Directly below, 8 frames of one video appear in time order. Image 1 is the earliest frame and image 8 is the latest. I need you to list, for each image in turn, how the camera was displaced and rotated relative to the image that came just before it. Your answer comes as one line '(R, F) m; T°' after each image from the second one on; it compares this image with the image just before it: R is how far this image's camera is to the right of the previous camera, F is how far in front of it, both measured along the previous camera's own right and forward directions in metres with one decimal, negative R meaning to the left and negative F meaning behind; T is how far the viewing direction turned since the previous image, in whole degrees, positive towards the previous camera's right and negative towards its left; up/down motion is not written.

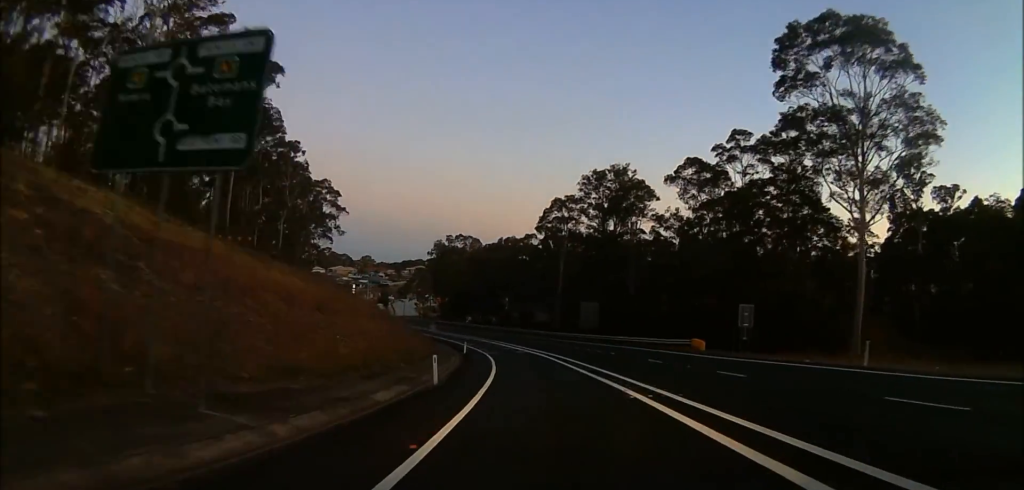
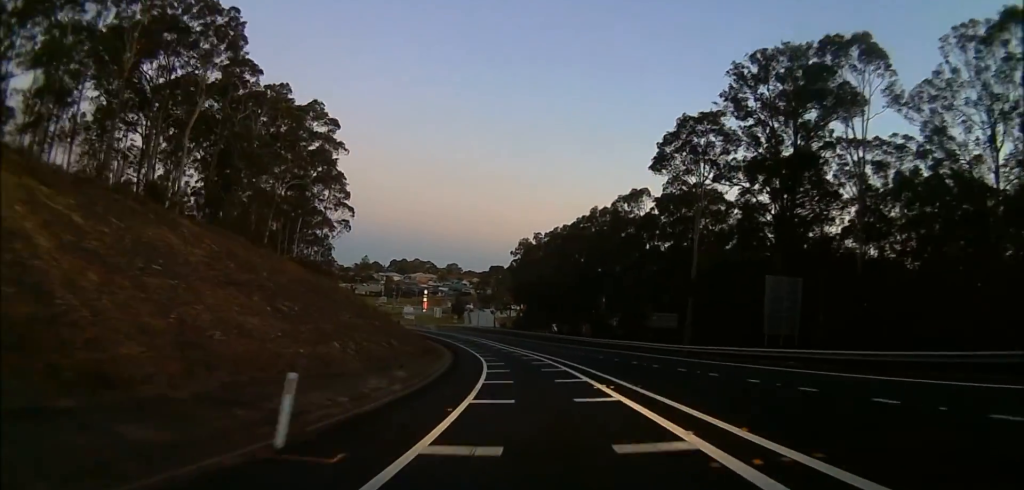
(0.0, +44.2) m; 0°
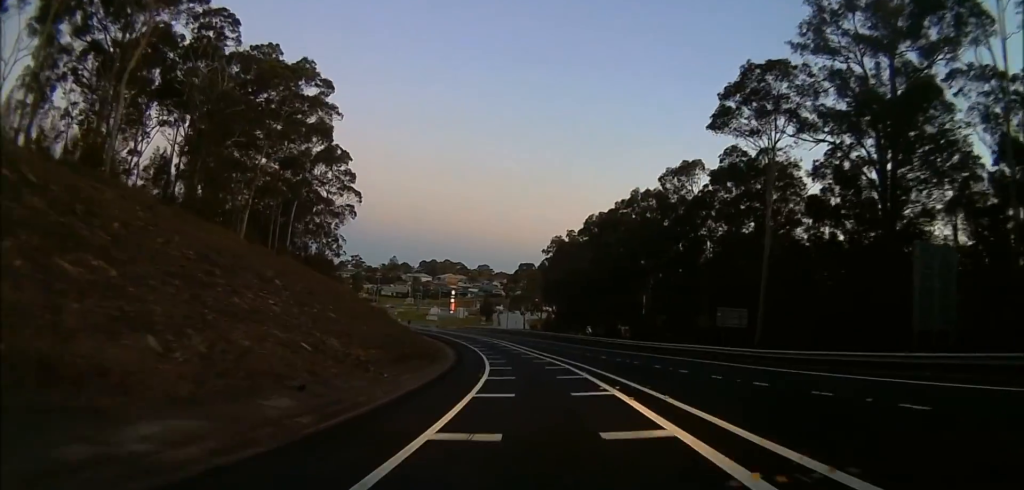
(0.0, +12.2) m; 0°
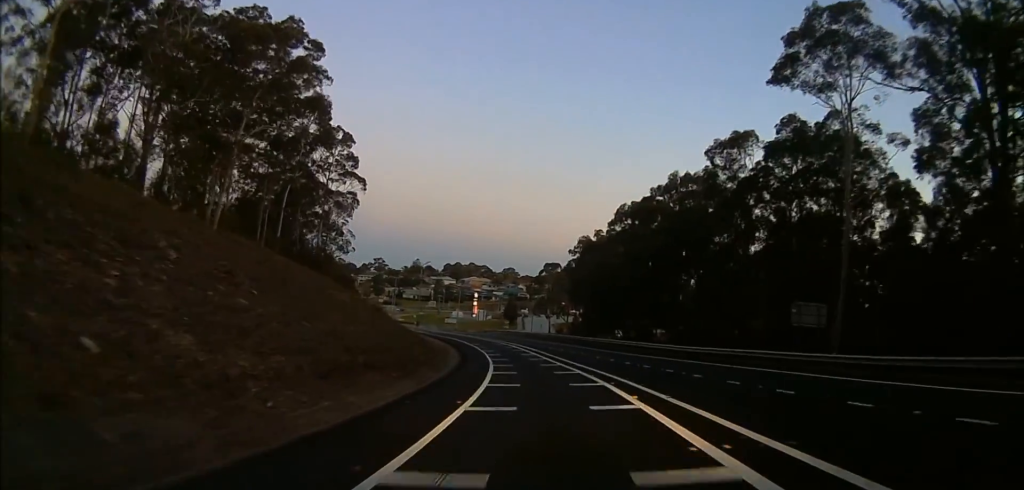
(0.0, +9.4) m; 0°
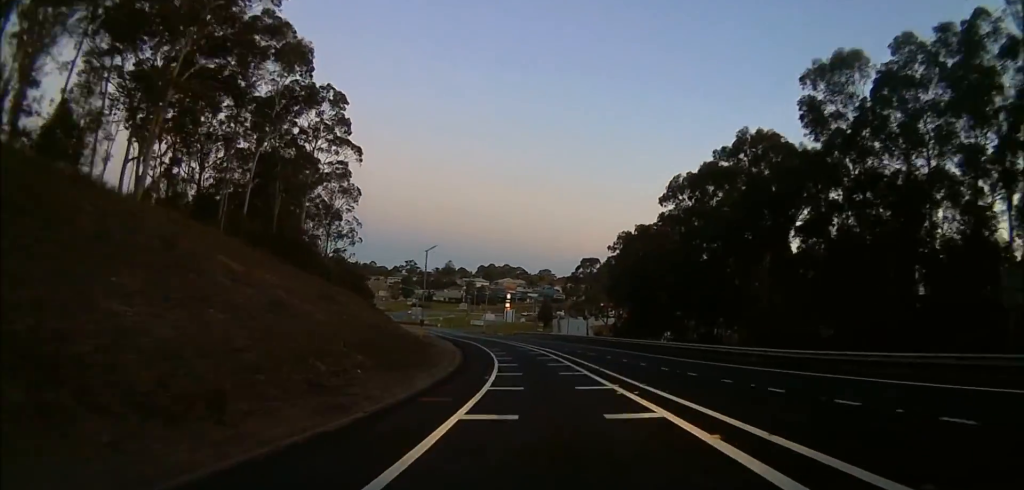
(0.0, +14.1) m; 0°
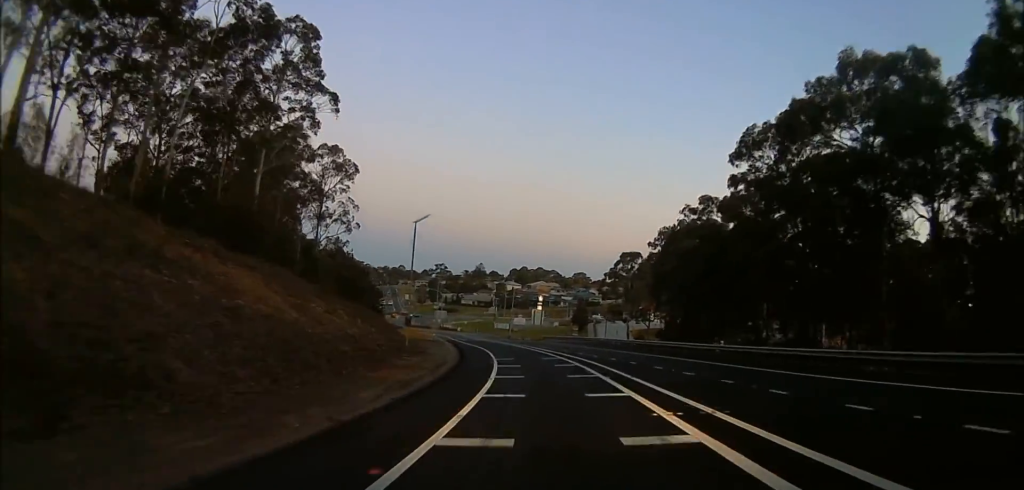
(0.0, +14.8) m; -4°
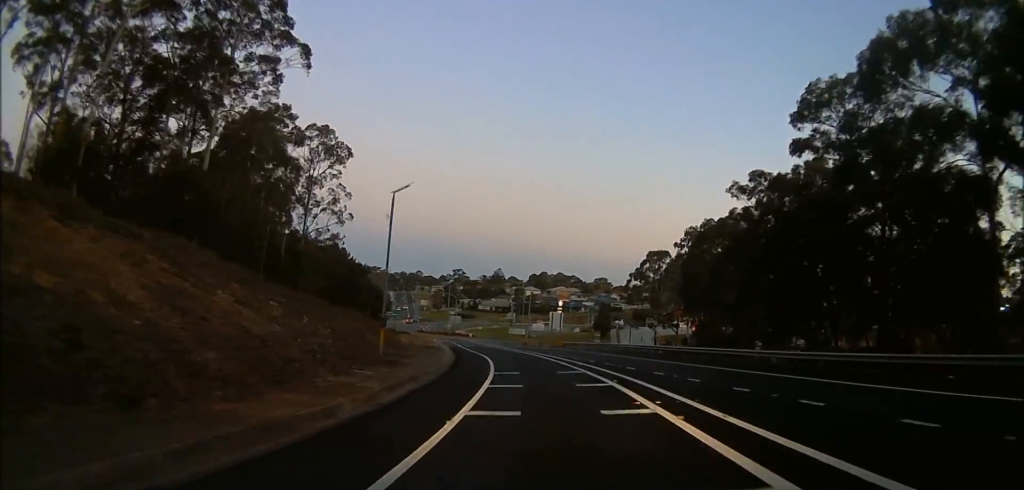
(+0.6, +9.0) m; -4°
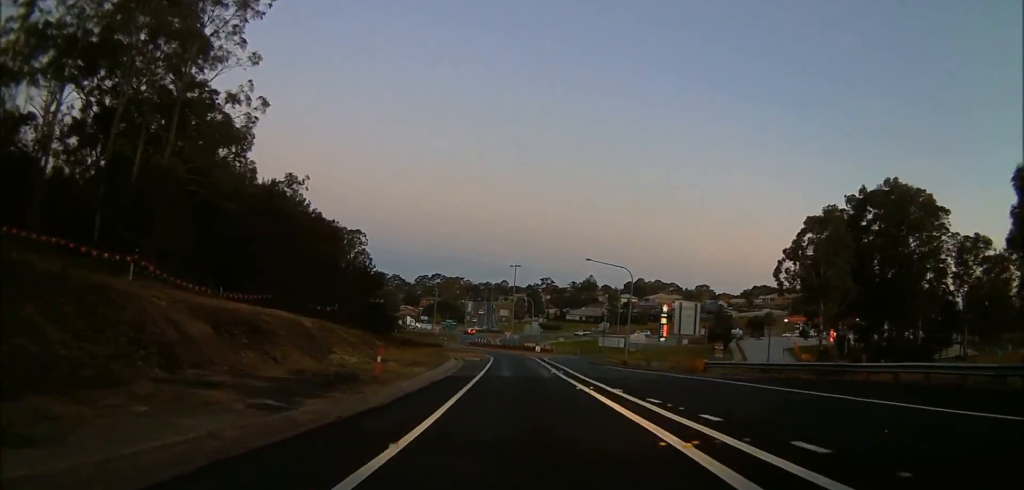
(-5.9, +32.6) m; -11°
